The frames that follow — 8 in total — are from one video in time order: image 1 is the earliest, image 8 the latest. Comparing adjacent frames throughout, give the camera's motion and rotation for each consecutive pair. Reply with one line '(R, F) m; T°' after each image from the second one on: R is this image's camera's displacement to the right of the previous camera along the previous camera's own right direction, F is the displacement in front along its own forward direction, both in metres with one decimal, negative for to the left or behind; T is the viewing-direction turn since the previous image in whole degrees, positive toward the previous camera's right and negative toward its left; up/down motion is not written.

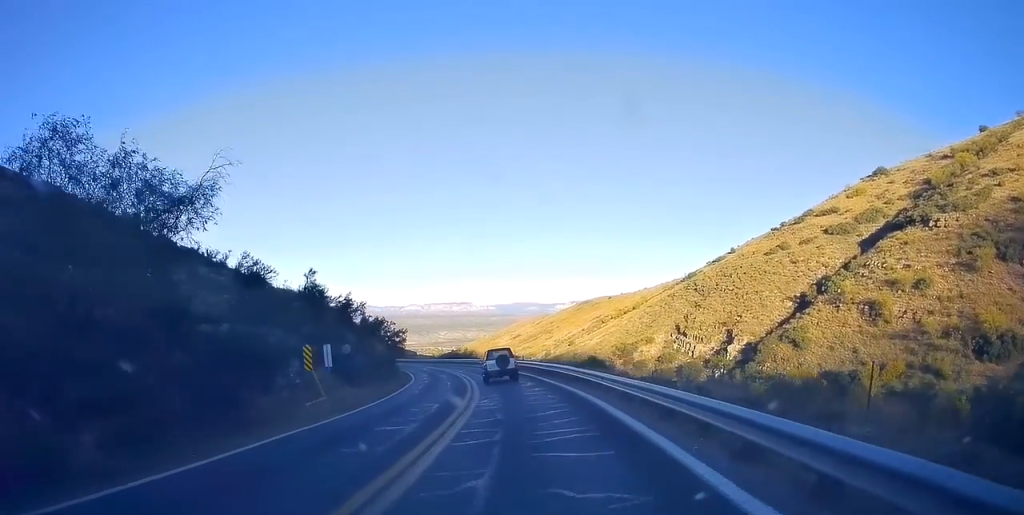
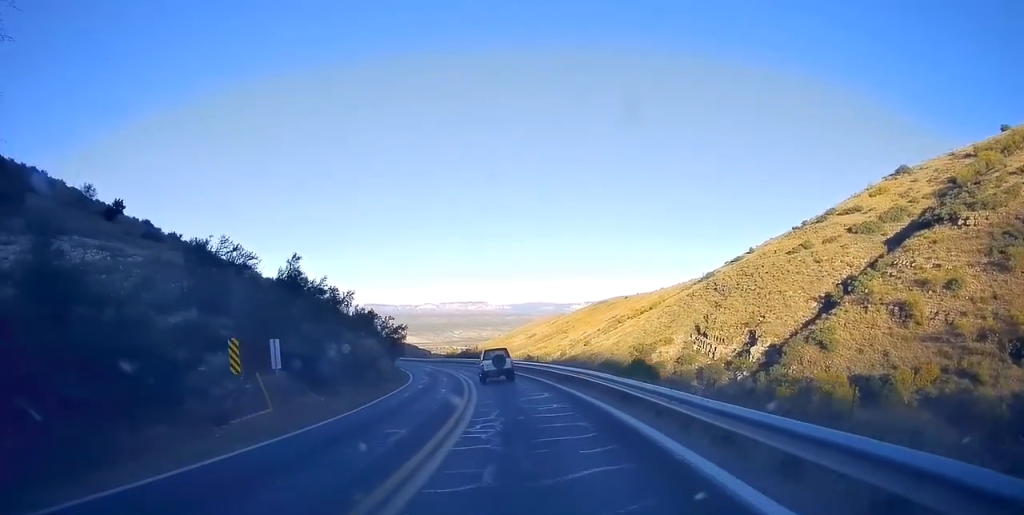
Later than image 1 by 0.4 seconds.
(+0.1, +6.7) m; -1°
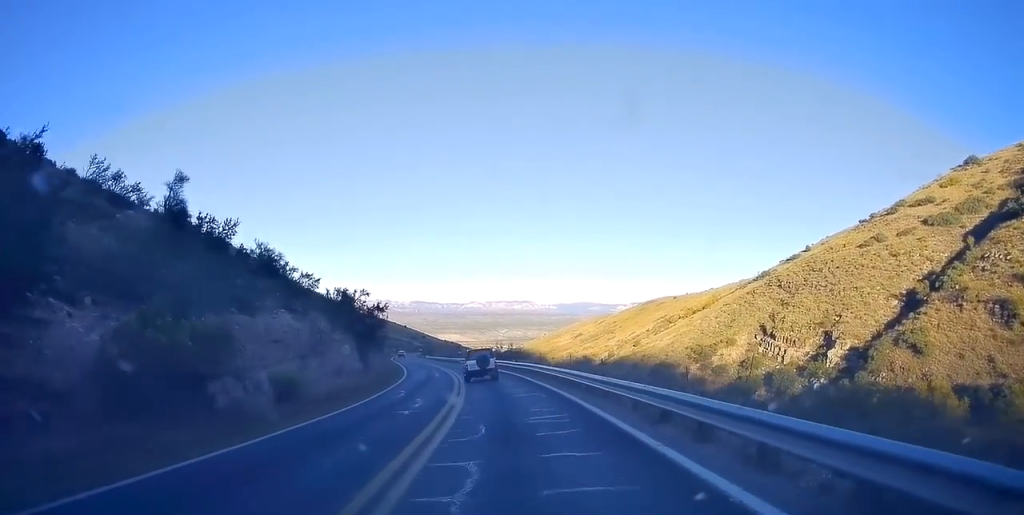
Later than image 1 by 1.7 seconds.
(-0.9, +20.4) m; -7°
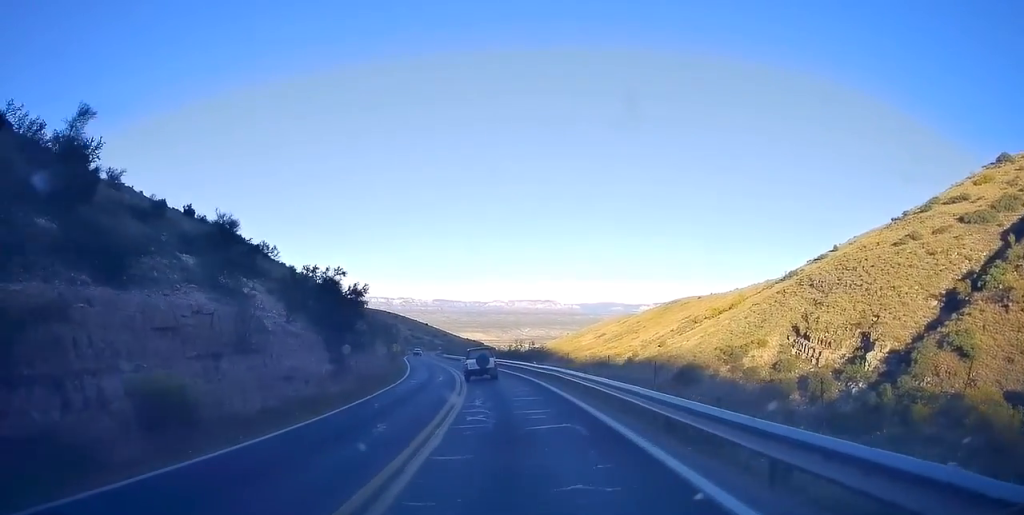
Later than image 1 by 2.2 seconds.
(-0.3, +8.1) m; -2°
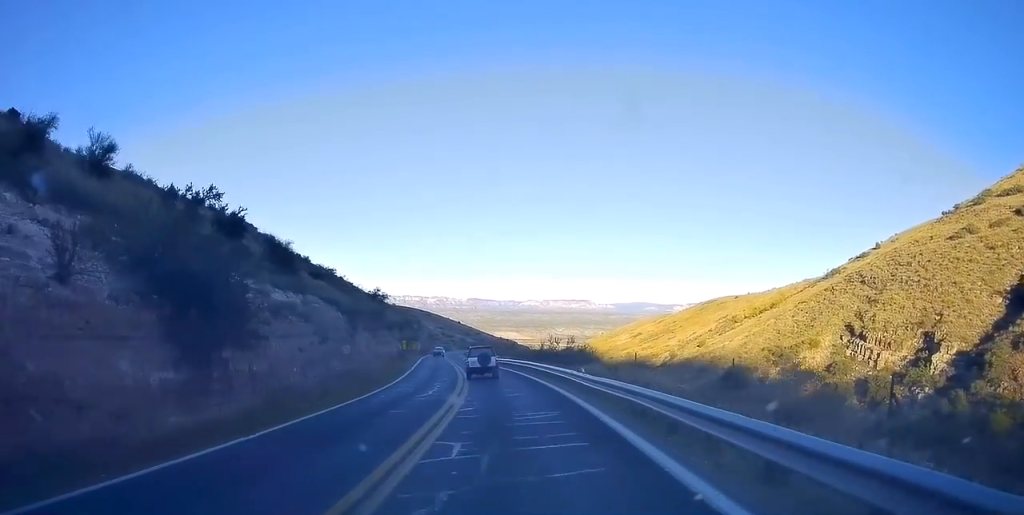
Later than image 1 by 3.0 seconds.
(-0.4, +13.2) m; -3°
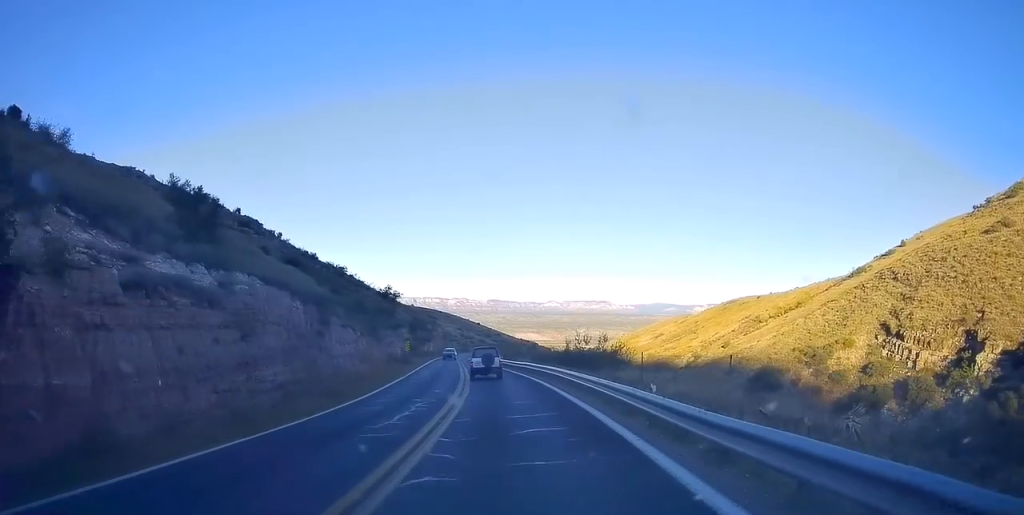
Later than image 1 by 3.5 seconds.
(-0.1, +8.5) m; -2°
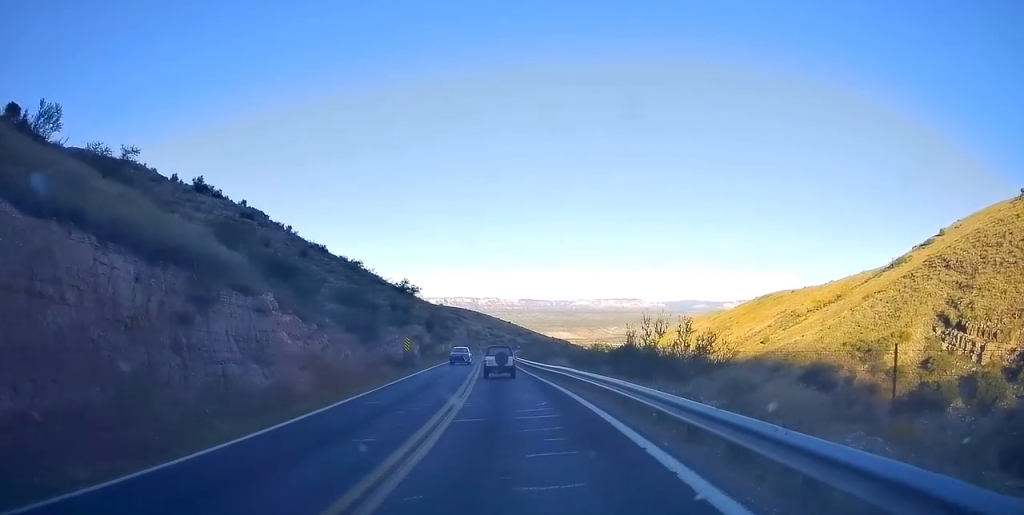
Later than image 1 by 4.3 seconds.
(-0.4, +13.1) m; -3°
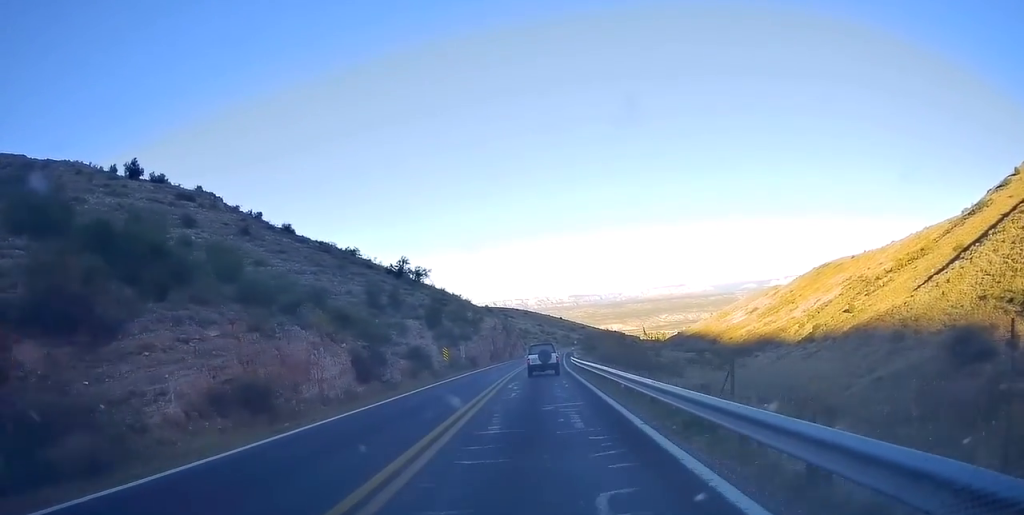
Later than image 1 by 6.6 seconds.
(-1.3, +39.5) m; -3°
